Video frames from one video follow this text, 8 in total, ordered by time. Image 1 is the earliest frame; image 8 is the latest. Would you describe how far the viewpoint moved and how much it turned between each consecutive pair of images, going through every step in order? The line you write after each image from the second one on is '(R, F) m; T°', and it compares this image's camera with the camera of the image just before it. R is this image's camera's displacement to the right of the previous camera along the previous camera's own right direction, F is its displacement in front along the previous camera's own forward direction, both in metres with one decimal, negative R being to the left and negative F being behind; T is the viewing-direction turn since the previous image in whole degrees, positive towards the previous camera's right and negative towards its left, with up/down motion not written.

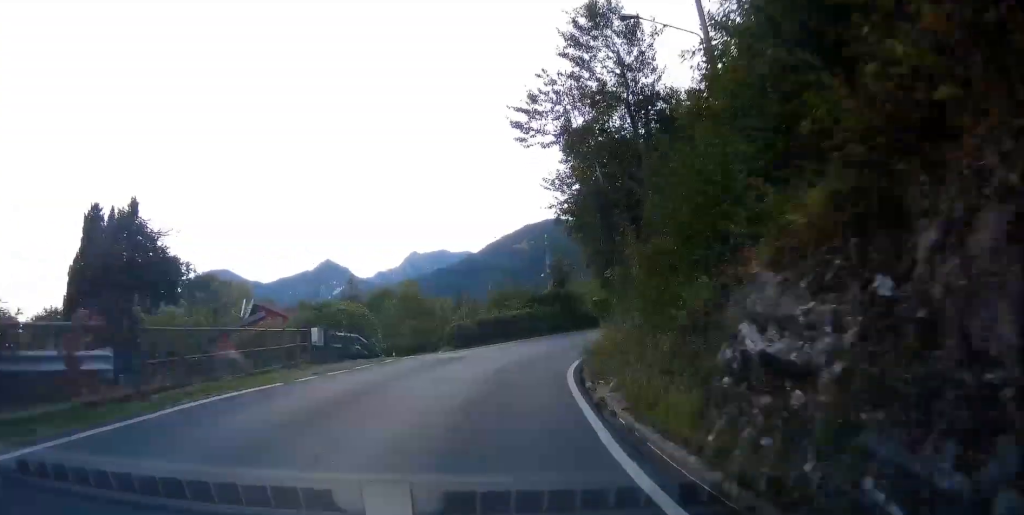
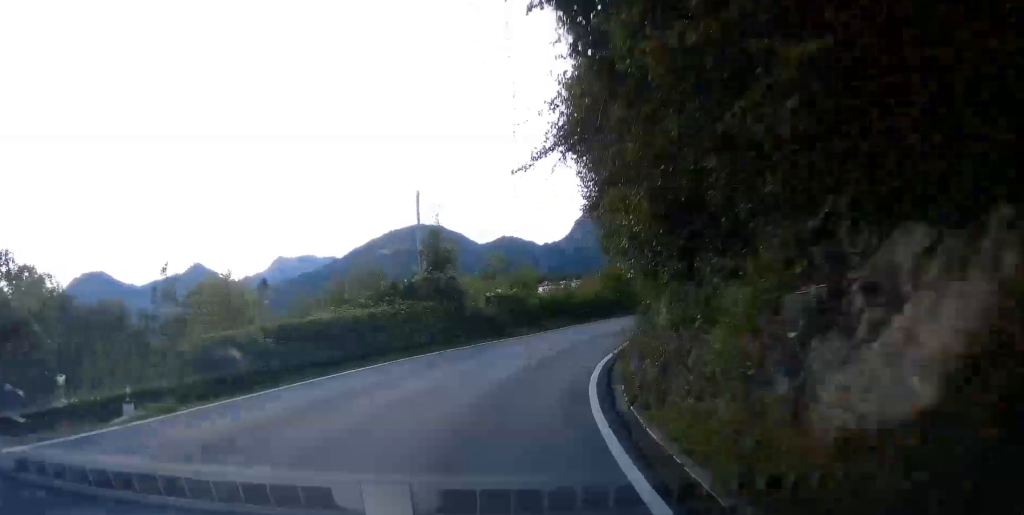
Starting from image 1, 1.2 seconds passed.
(+1.6, +17.5) m; +8°
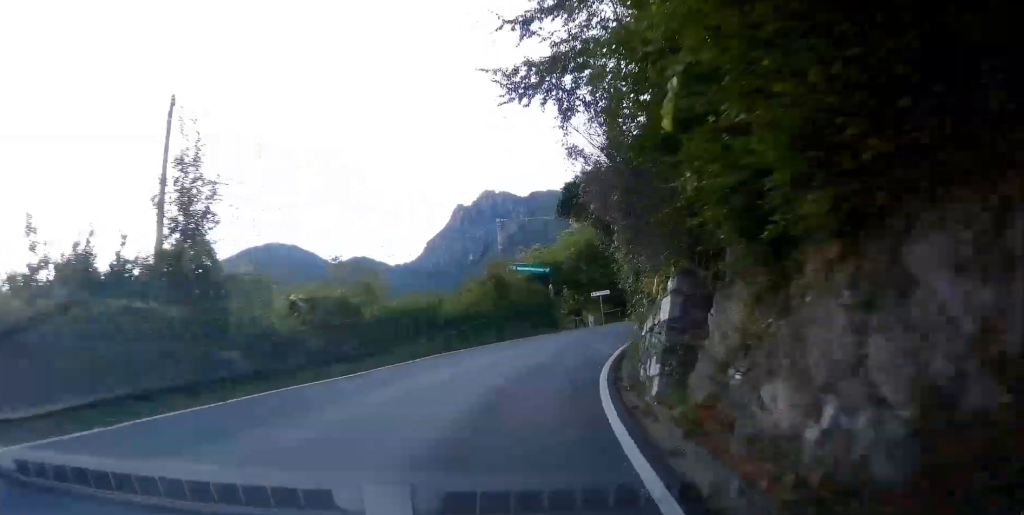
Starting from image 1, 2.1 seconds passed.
(+0.5, +14.0) m; +9°
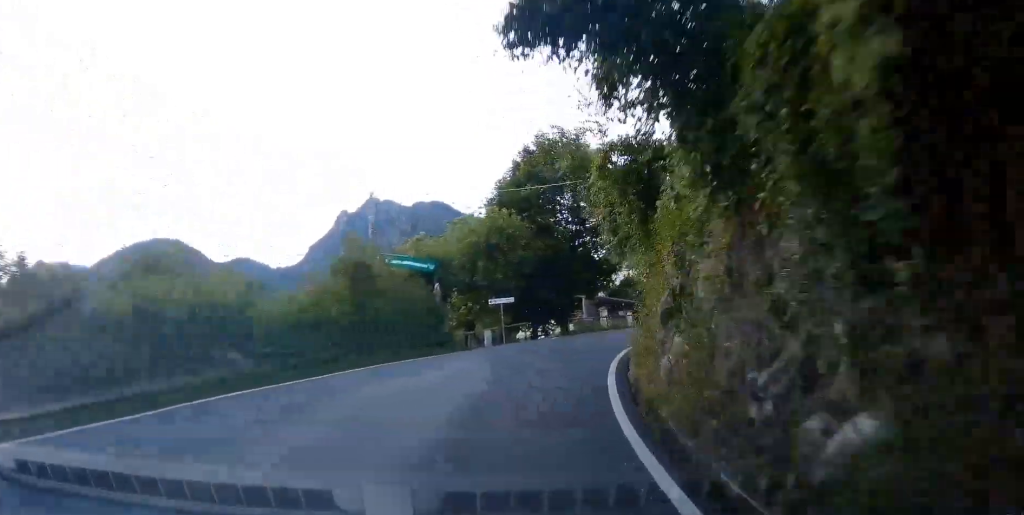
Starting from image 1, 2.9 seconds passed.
(+0.8, +10.9) m; +12°
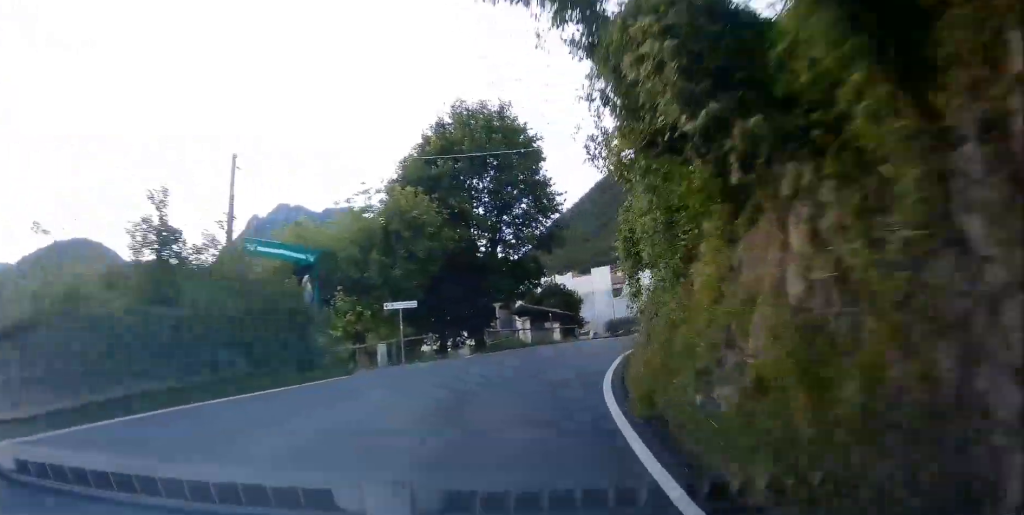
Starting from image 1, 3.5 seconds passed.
(+1.1, +7.8) m; +9°
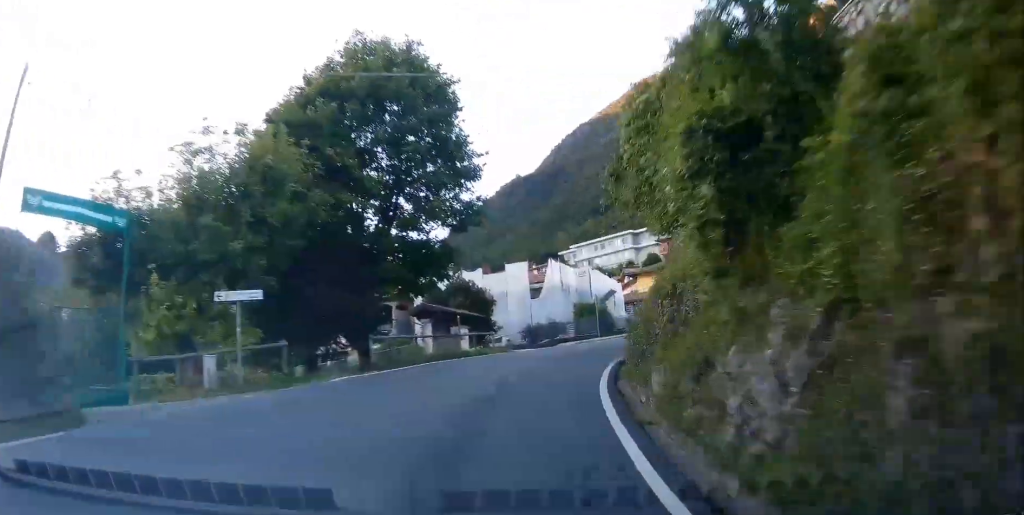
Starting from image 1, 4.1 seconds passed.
(+0.7, +8.7) m; +10°
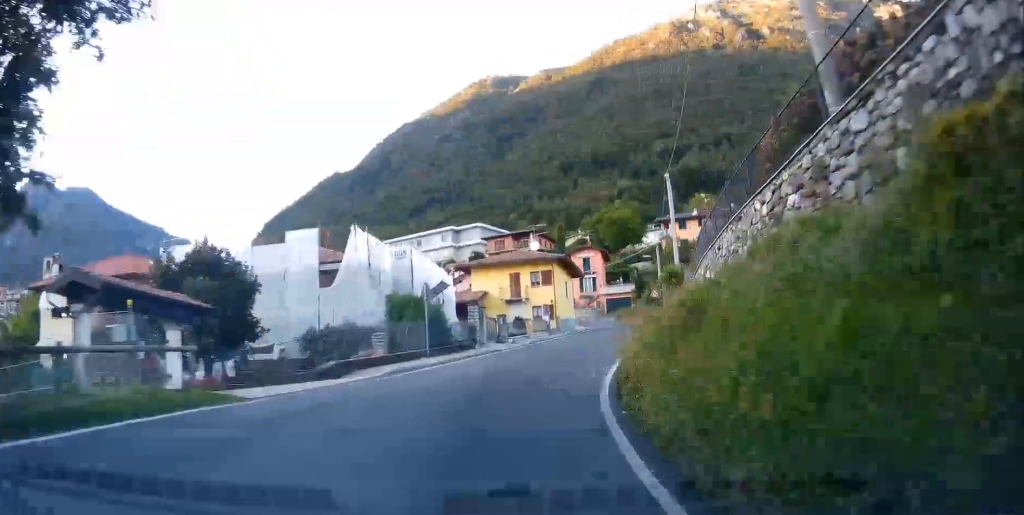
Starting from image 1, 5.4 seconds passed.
(+2.3, +16.7) m; +14°
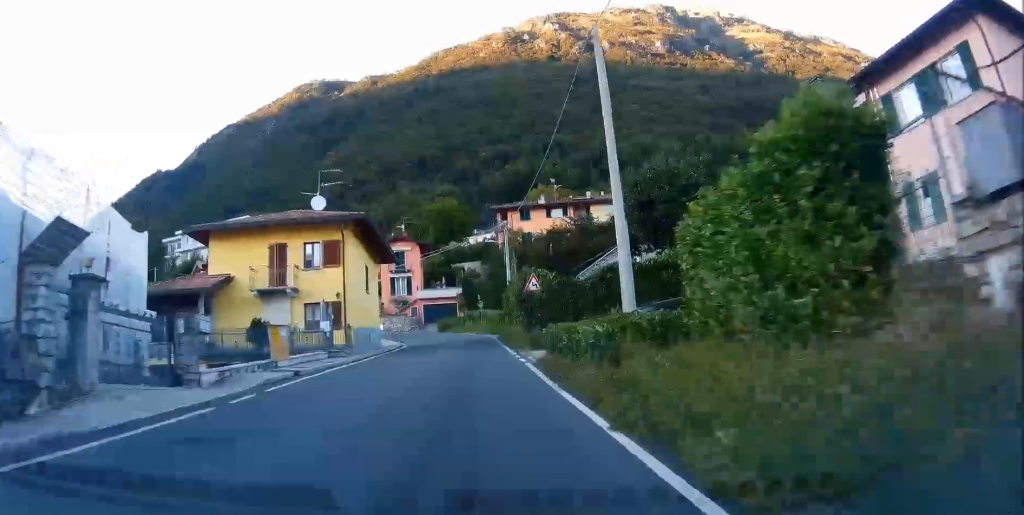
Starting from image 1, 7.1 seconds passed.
(+3.3, +22.5) m; +17°
